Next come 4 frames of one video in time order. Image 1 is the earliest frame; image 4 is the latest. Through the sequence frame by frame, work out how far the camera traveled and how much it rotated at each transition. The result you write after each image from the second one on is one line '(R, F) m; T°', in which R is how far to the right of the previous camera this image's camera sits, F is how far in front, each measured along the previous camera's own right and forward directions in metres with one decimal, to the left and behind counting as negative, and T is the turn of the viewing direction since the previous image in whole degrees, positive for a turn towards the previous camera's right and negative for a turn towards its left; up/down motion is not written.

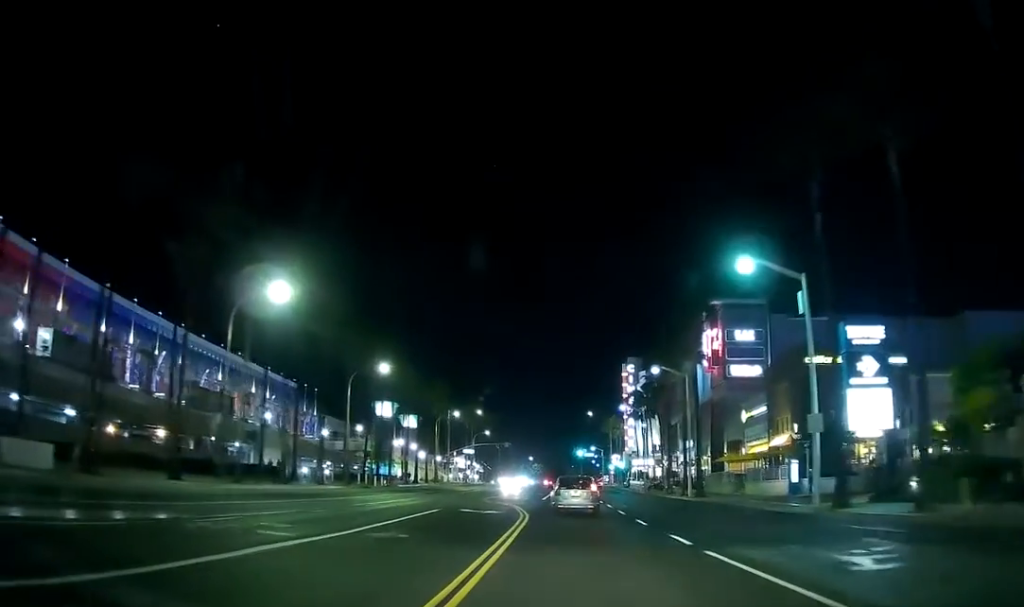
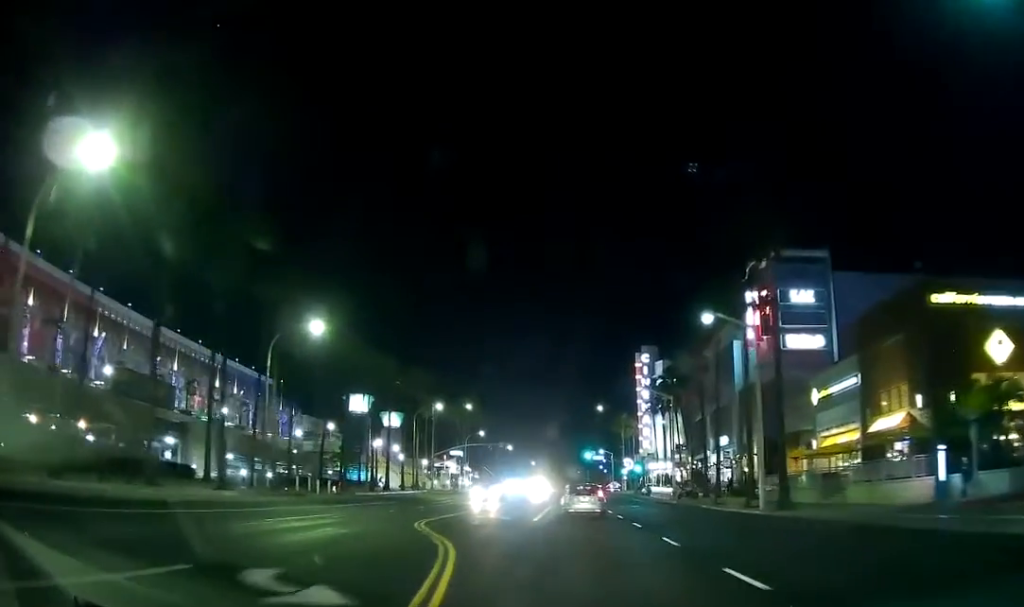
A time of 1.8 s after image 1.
(0.0, +19.6) m; 0°
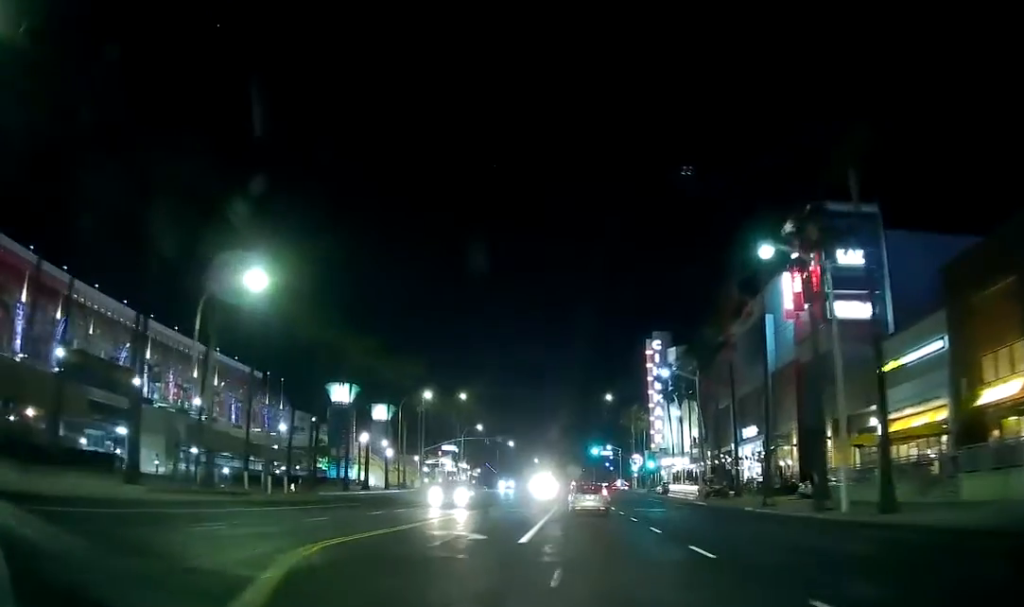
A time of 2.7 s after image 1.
(0.0, +11.0) m; 0°
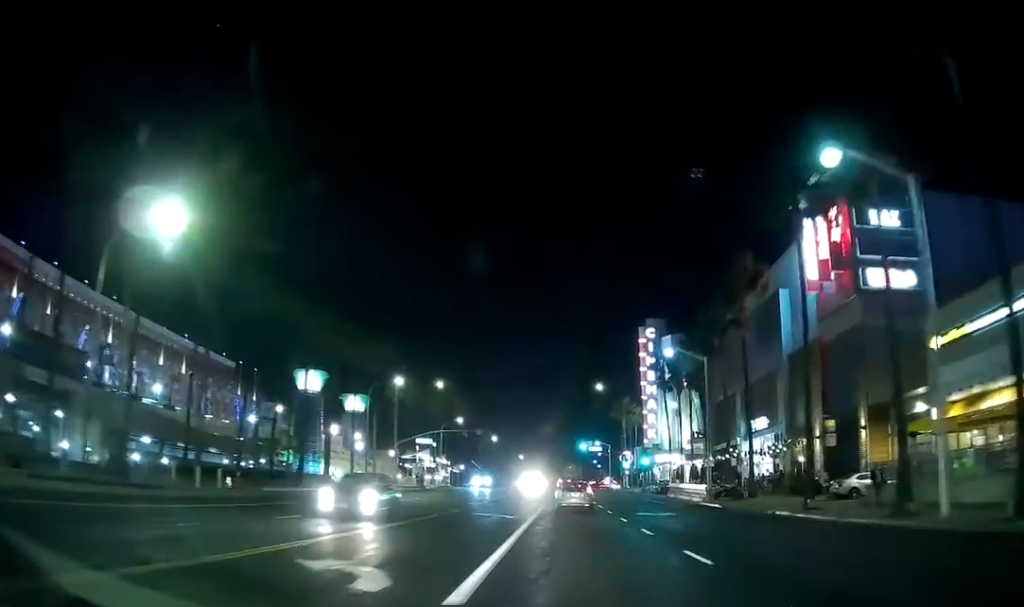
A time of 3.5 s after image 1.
(0.0, +8.9) m; 0°
